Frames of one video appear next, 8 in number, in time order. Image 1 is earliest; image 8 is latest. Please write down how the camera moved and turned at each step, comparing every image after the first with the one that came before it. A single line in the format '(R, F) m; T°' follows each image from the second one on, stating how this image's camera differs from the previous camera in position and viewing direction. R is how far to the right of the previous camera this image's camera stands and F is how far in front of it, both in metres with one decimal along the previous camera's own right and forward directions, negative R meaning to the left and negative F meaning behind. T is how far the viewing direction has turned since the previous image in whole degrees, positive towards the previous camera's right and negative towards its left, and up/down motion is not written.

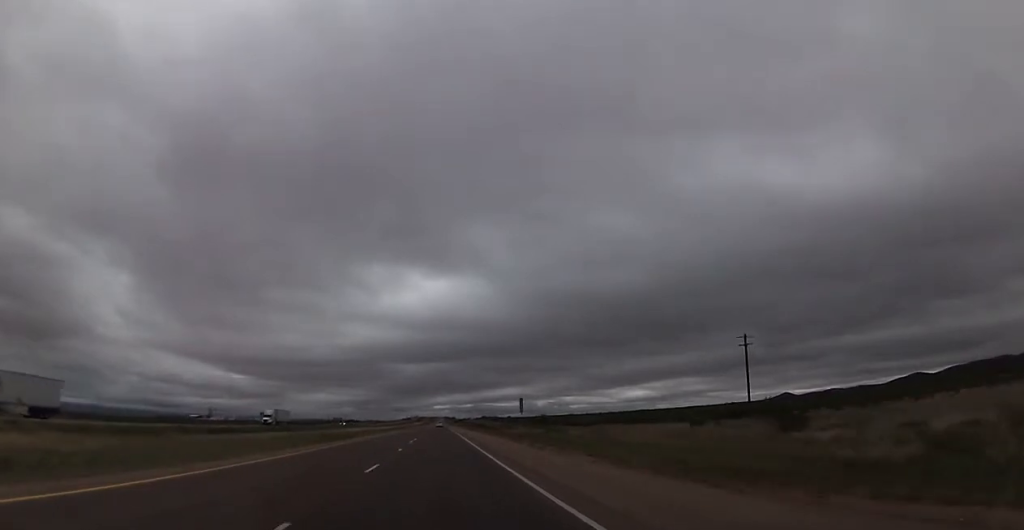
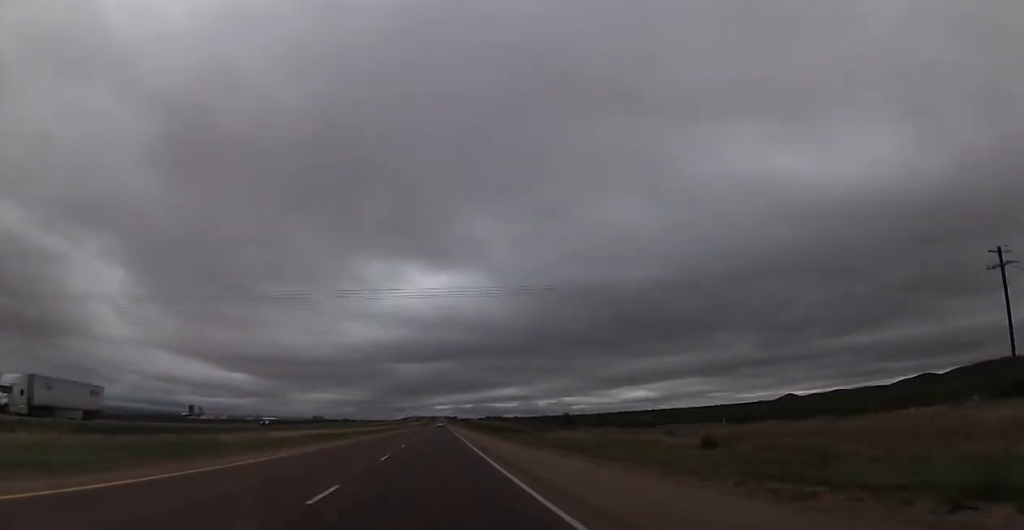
(0.0, +55.5) m; 0°
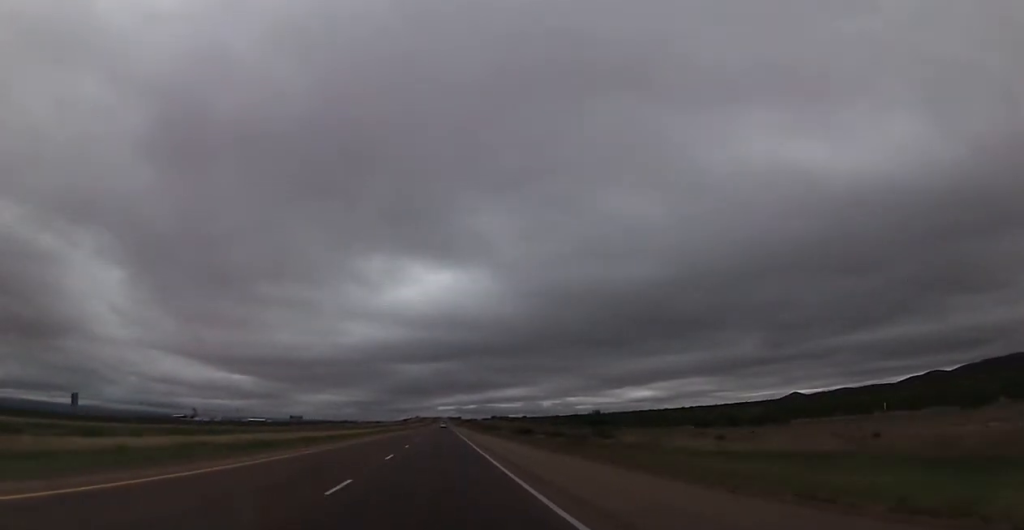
(0.0, +47.1) m; -1°
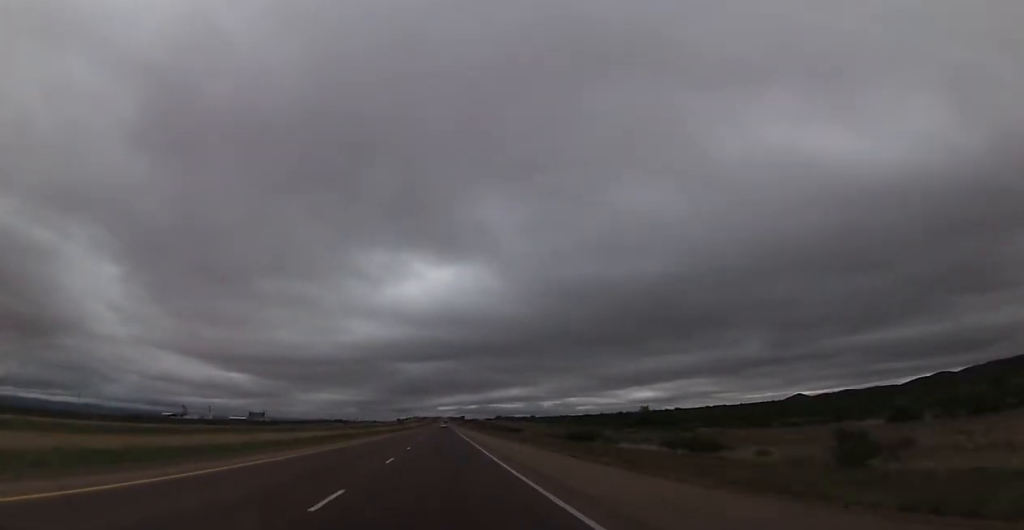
(-0.6, +50.8) m; 0°
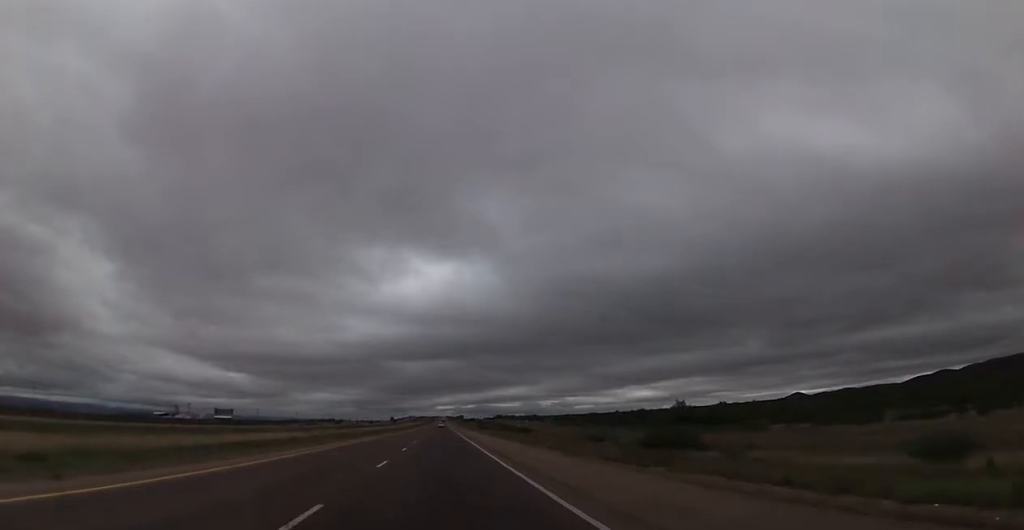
(+0.4, +26.9) m; +1°
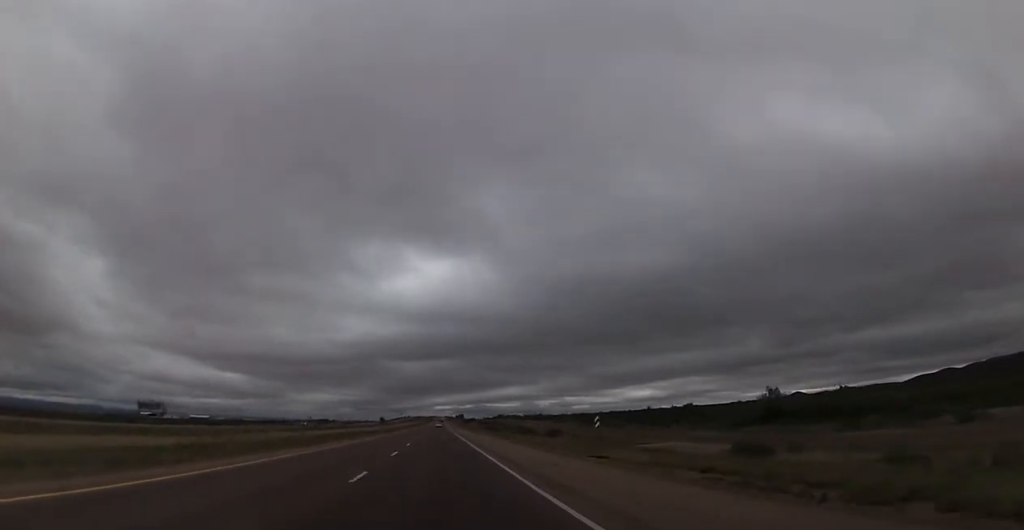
(+0.1, +41.4) m; 0°
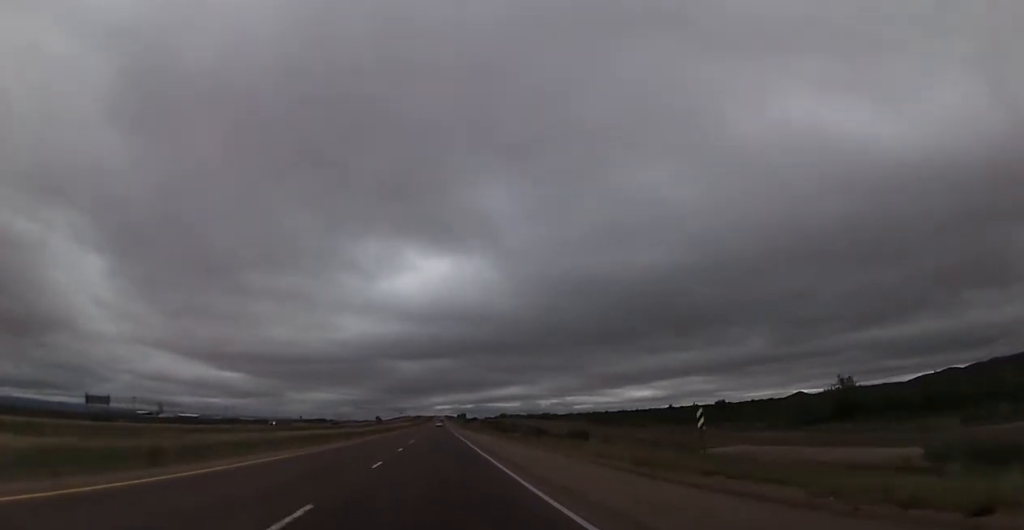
(0.0, +19.4) m; 0°
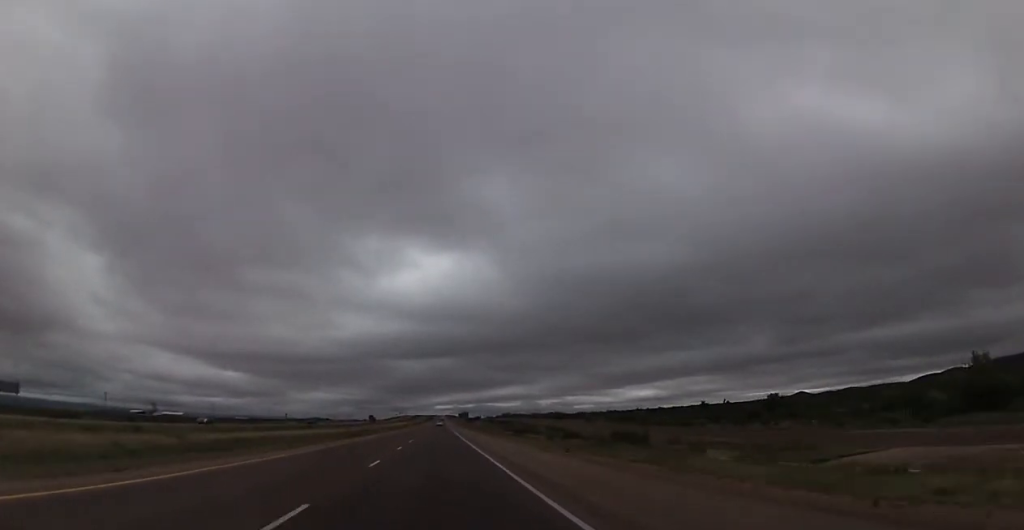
(0.0, +24.3) m; 0°
